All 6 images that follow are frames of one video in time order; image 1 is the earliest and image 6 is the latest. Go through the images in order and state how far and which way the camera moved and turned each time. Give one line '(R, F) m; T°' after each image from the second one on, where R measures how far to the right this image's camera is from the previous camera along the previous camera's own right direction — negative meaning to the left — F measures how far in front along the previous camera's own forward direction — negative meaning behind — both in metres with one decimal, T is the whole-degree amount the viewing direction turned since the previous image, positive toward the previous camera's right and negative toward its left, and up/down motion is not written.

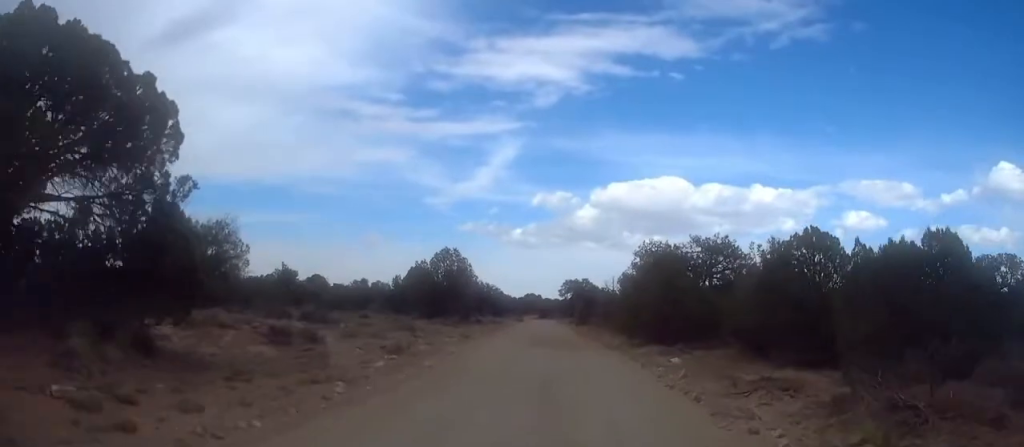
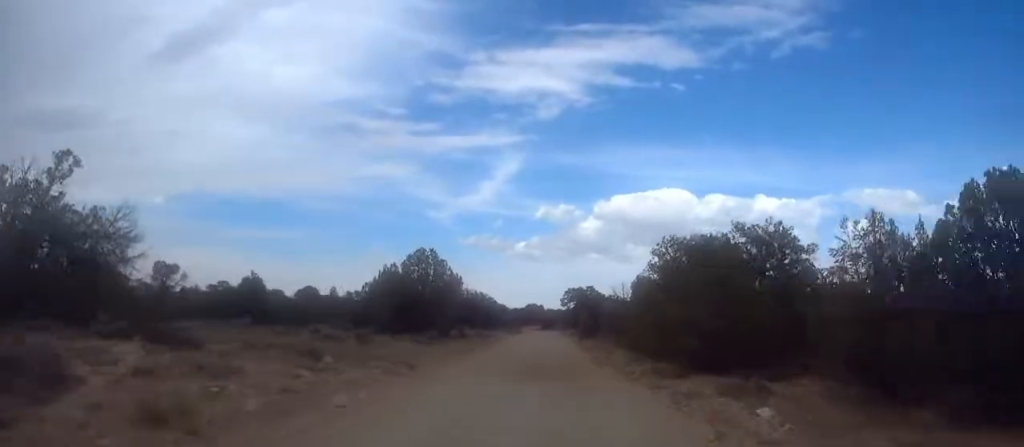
(-0.1, +10.5) m; -2°
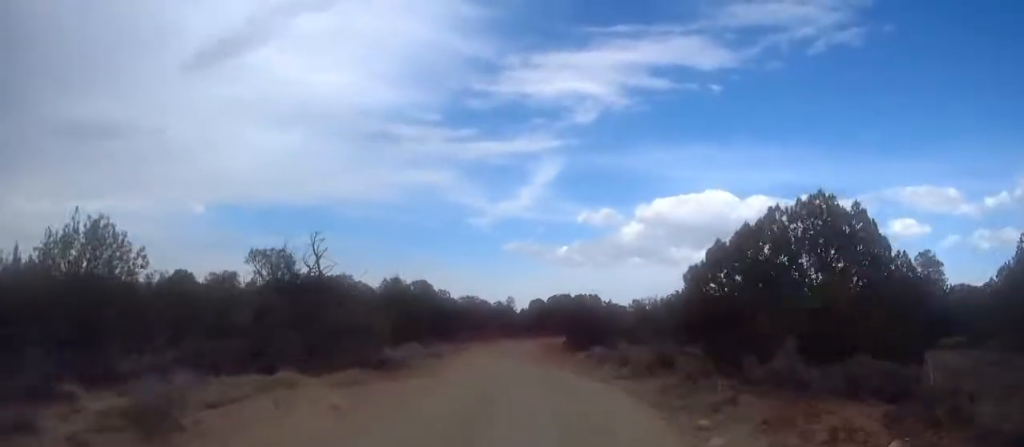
(-5.3, +104.6) m; -5°
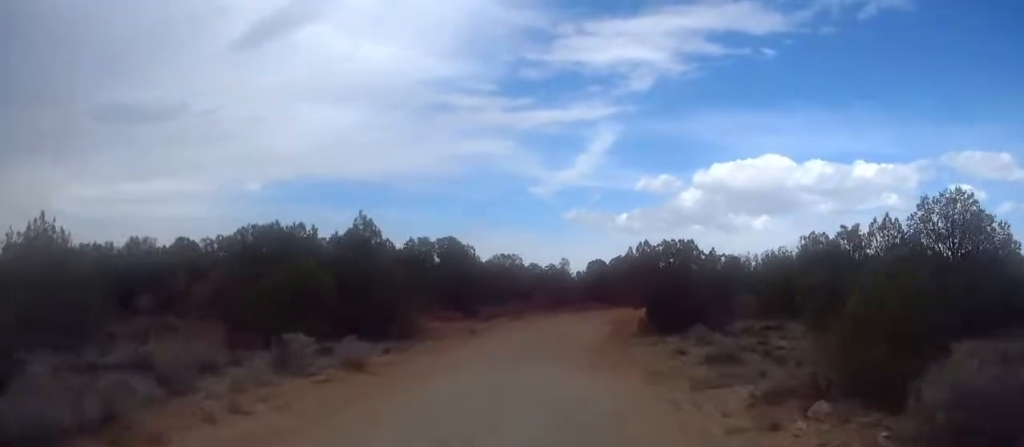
(-0.7, +22.2) m; -3°
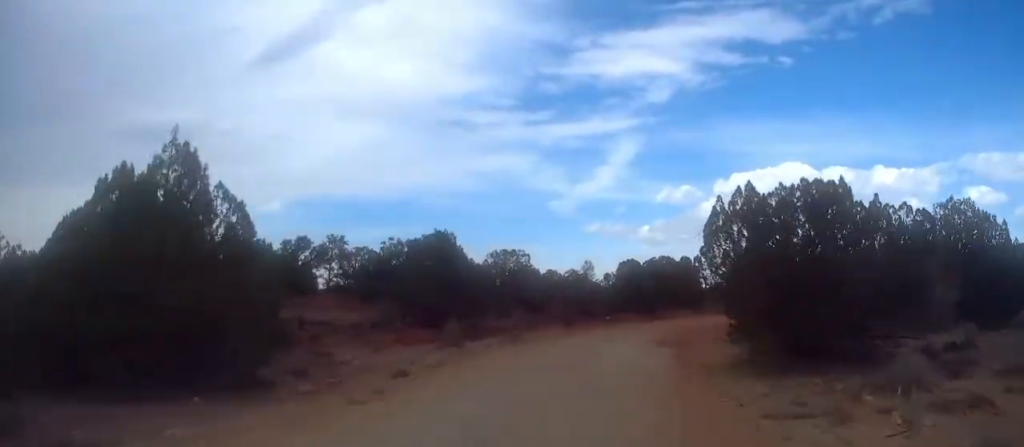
(-0.3, +17.9) m; -1°
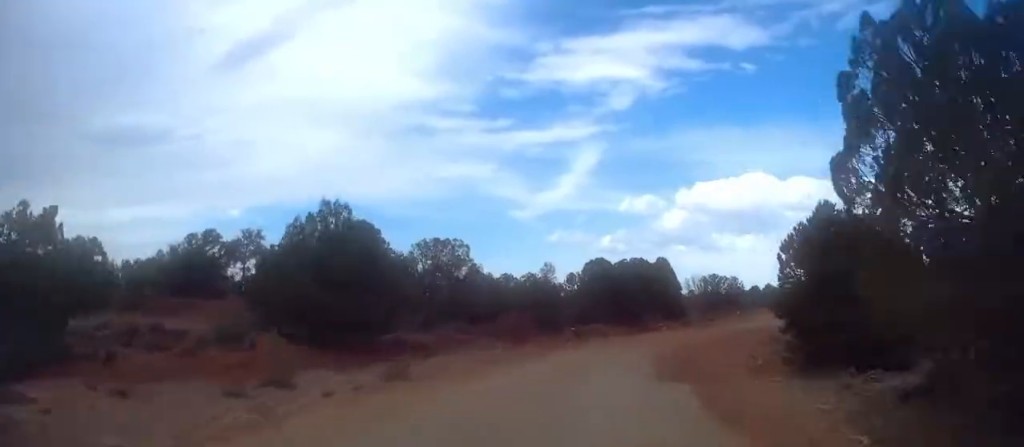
(0.0, +11.7) m; +2°
